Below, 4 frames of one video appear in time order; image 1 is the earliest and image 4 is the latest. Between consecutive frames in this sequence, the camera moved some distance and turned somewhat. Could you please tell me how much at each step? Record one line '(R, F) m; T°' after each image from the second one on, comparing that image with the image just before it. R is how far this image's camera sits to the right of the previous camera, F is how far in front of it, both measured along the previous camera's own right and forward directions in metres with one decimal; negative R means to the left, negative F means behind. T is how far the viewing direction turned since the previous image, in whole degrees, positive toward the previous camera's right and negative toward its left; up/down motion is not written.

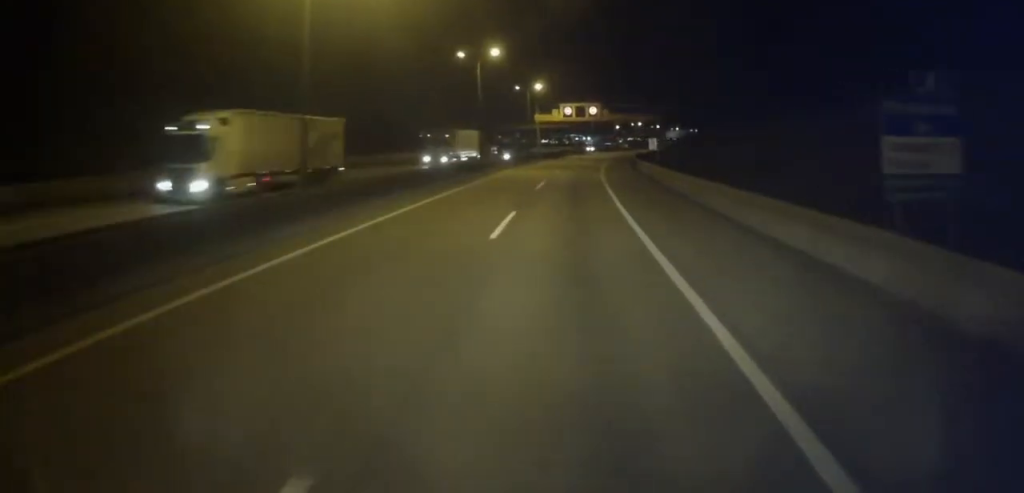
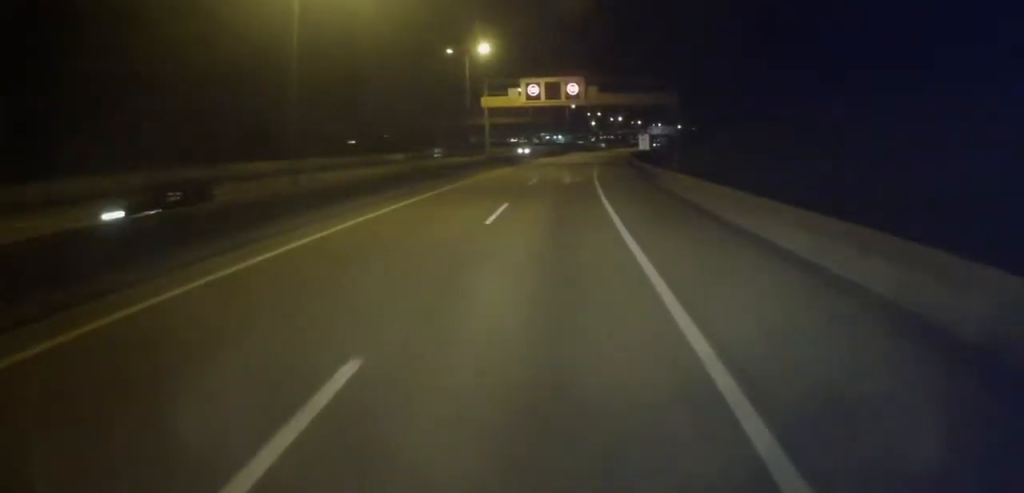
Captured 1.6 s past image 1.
(+1.1, +28.6) m; +3°
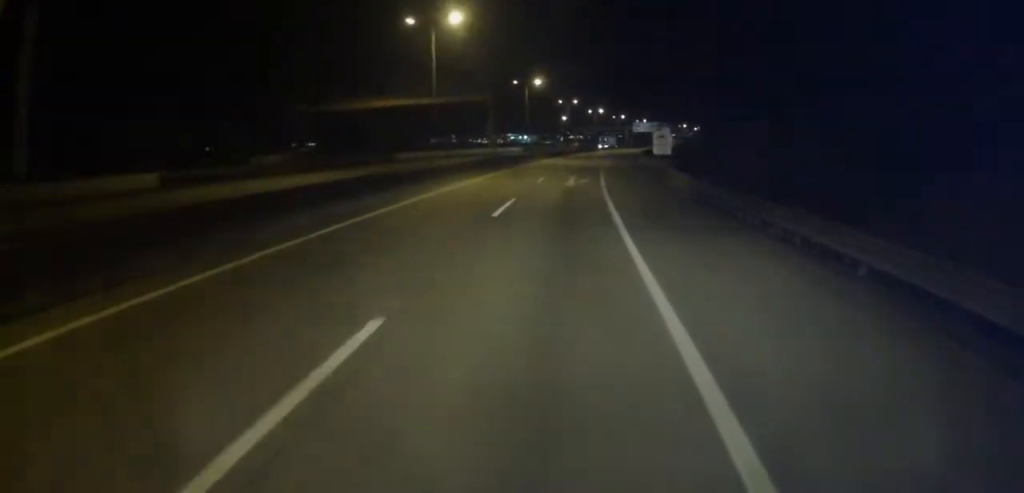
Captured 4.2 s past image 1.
(+1.0, +49.6) m; +2°
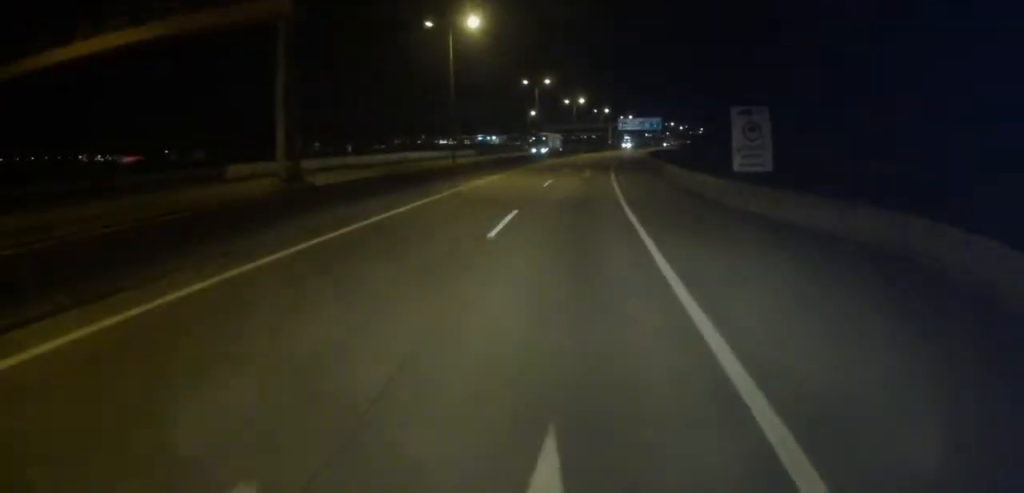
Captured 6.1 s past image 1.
(+0.5, +34.1) m; +2°
